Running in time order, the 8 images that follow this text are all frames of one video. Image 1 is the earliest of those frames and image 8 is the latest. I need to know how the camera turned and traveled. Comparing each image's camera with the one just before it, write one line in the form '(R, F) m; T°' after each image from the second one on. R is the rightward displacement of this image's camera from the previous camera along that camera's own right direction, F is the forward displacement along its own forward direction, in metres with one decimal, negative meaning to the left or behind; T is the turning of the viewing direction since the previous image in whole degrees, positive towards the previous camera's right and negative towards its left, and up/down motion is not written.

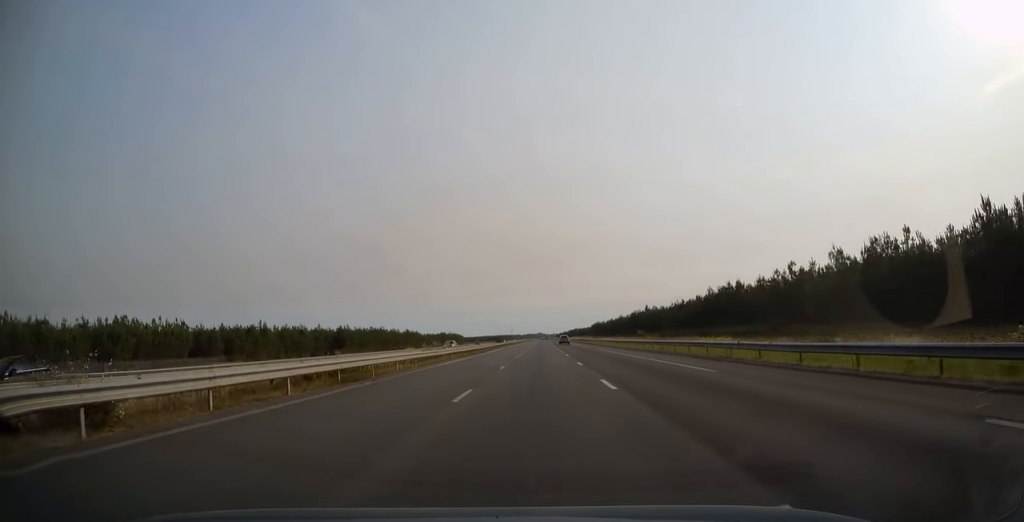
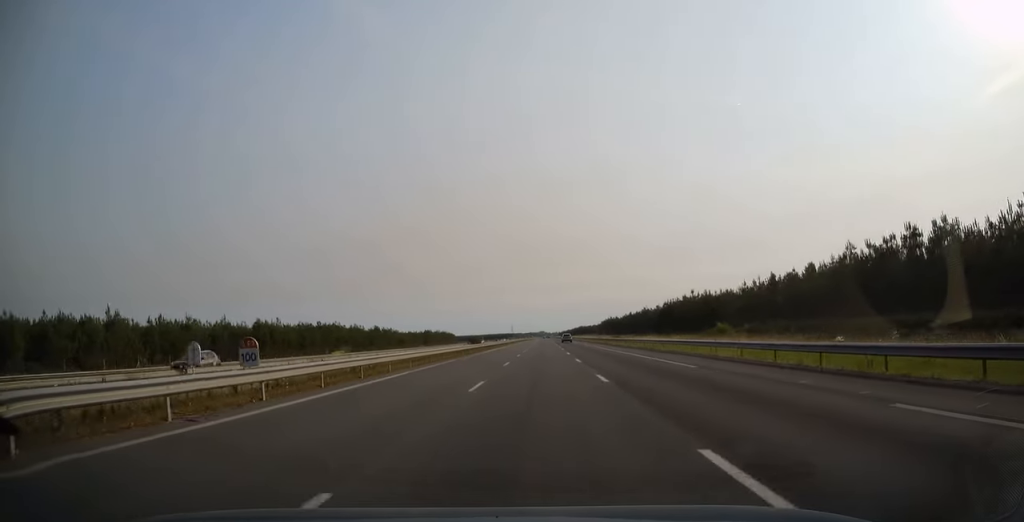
(0.0, +49.8) m; 0°
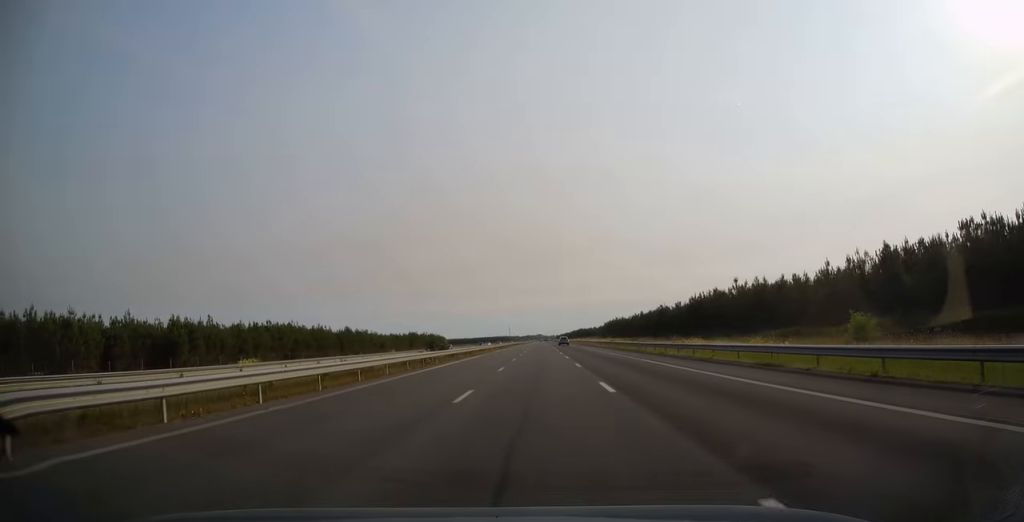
(+0.2, +28.0) m; 0°
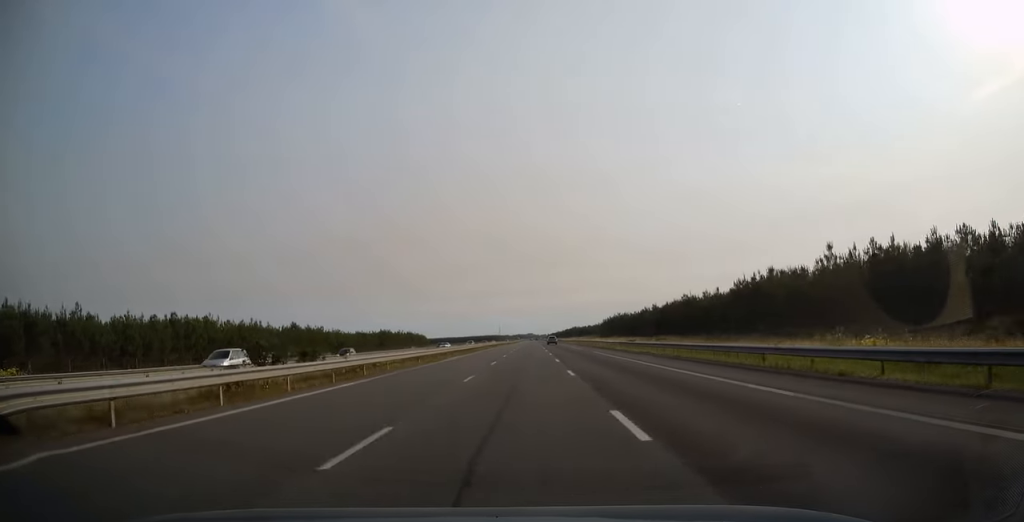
(0.0, +33.0) m; 0°
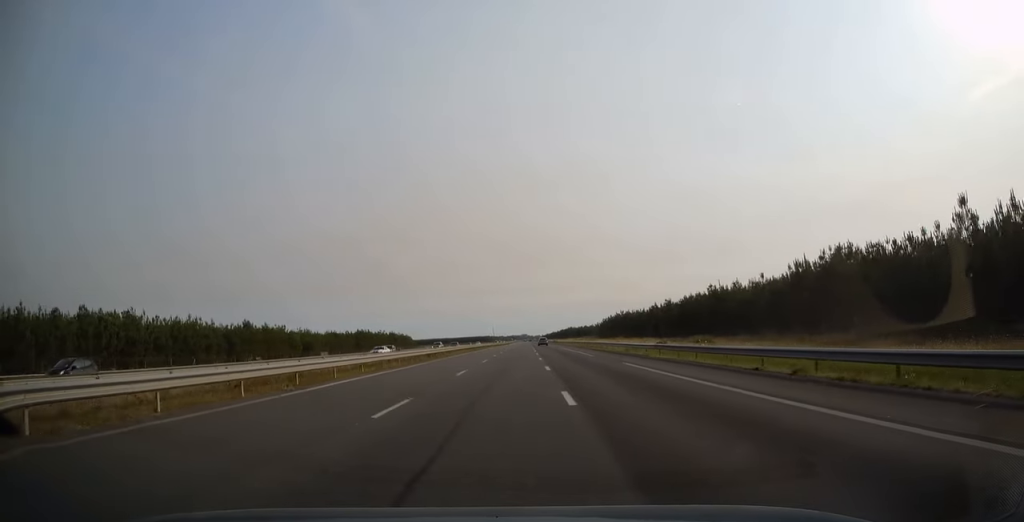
(+0.1, +21.7) m; 0°
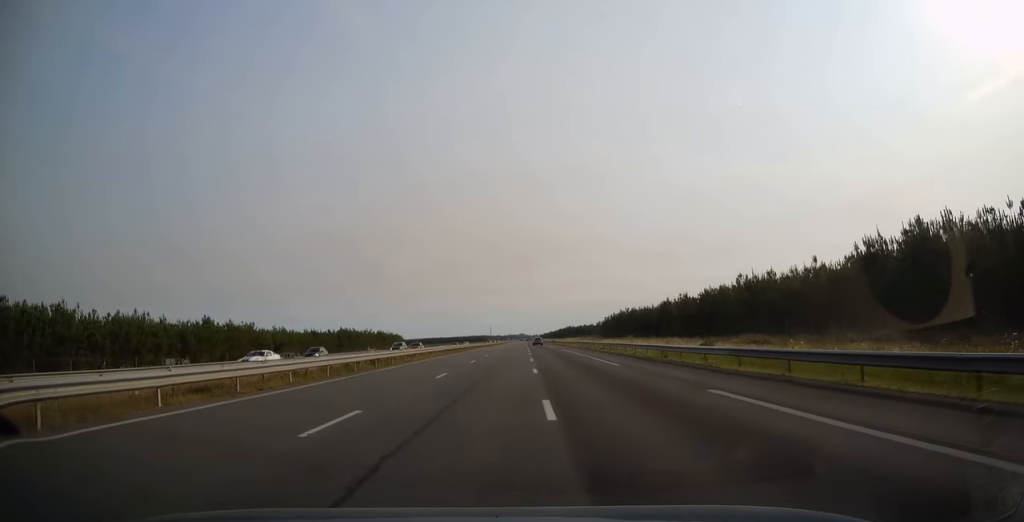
(+0.1, +15.3) m; 0°
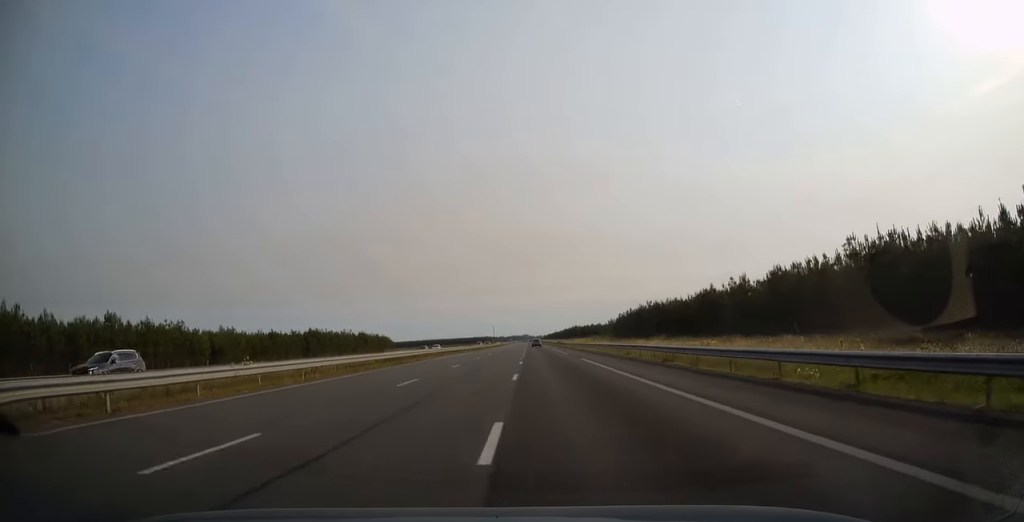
(-0.1, +29.1) m; 0°
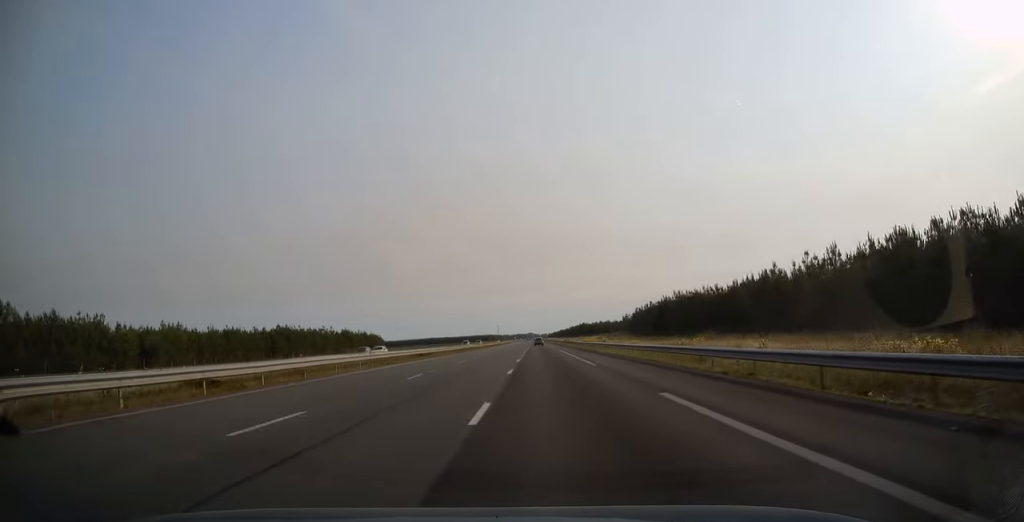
(+0.2, +23.2) m; 0°
